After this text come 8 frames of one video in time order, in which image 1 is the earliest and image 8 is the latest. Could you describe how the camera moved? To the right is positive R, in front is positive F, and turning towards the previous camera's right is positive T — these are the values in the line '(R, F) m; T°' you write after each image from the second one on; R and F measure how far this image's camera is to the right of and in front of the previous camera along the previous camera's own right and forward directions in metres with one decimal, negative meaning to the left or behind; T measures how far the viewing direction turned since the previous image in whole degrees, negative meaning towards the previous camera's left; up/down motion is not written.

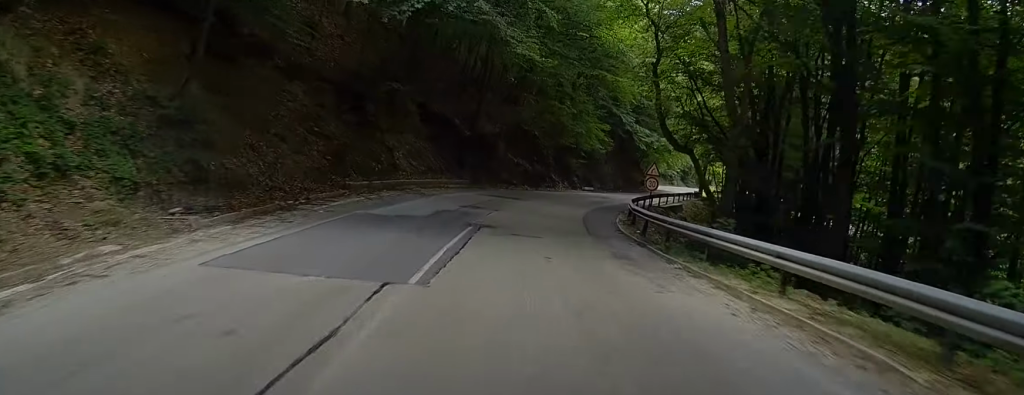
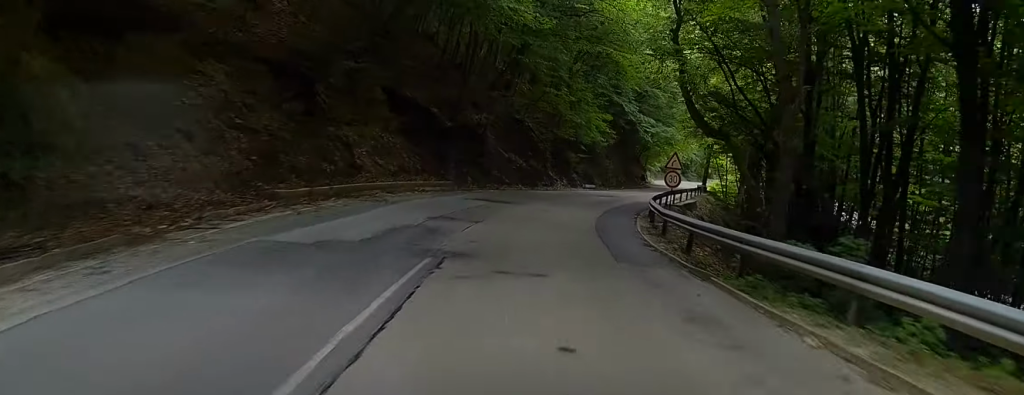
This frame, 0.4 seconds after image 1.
(+0.1, +6.1) m; +1°
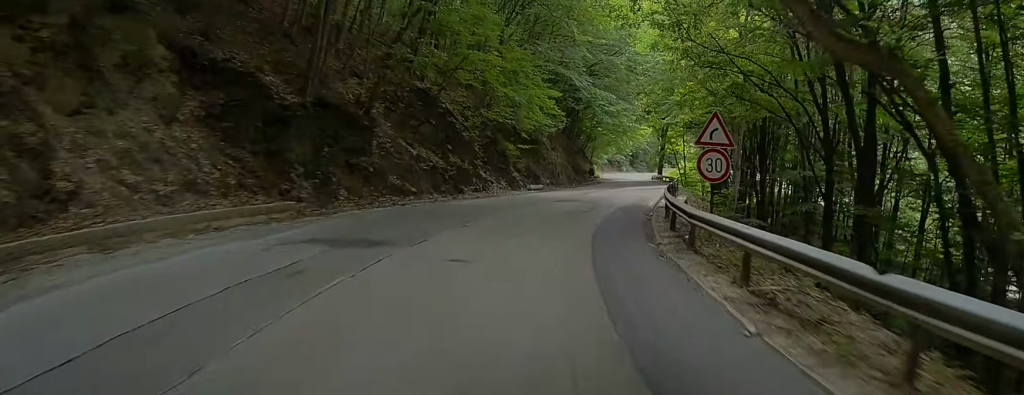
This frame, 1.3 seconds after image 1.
(+0.4, +13.9) m; +3°
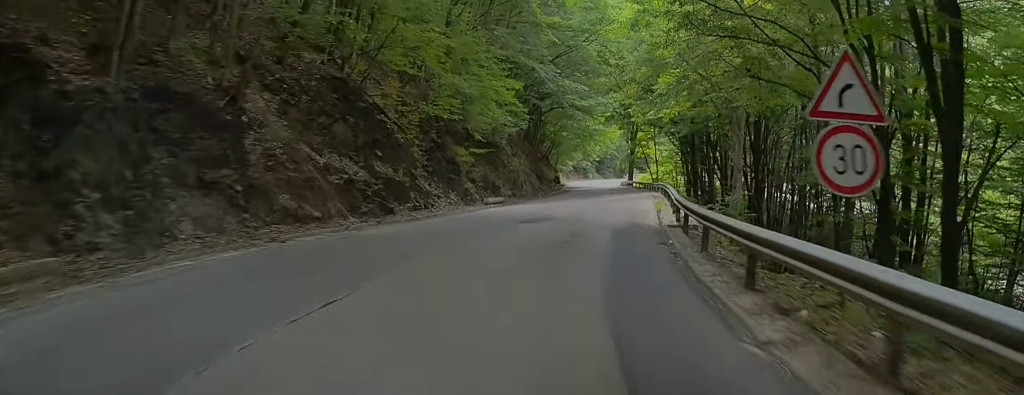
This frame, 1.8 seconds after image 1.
(+0.2, +7.7) m; +1°
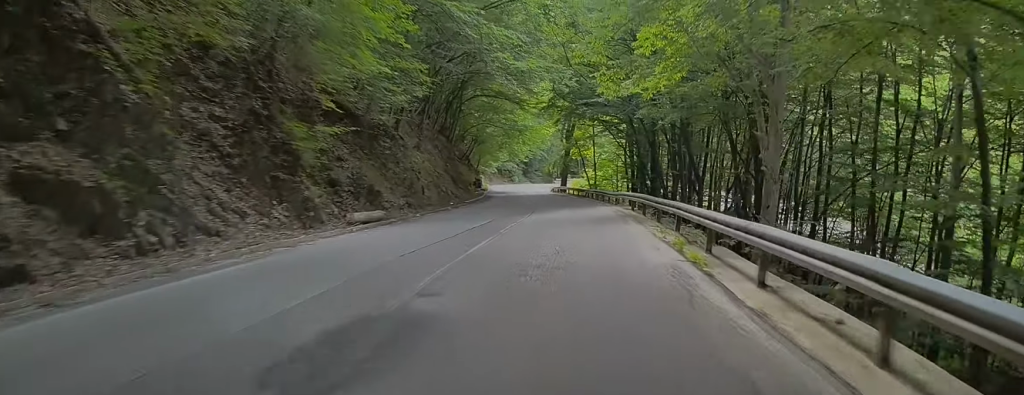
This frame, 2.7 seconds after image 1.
(+0.3, +14.4) m; +2°
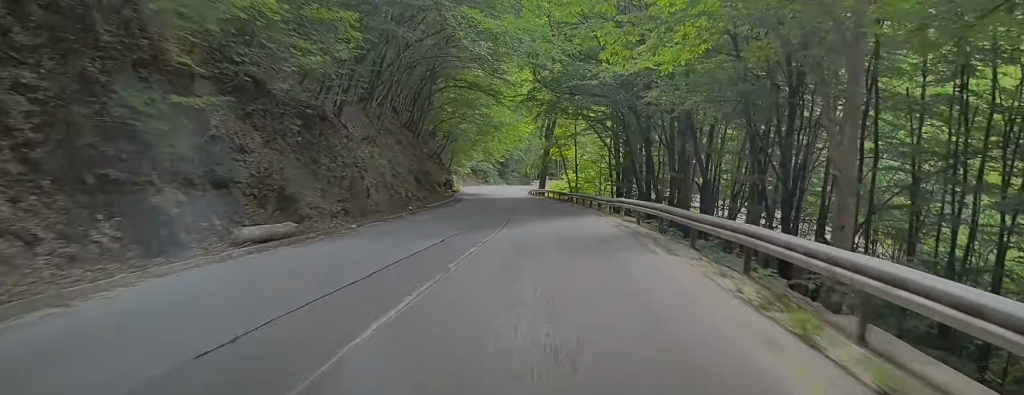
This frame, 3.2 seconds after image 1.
(0.0, +6.7) m; +1°
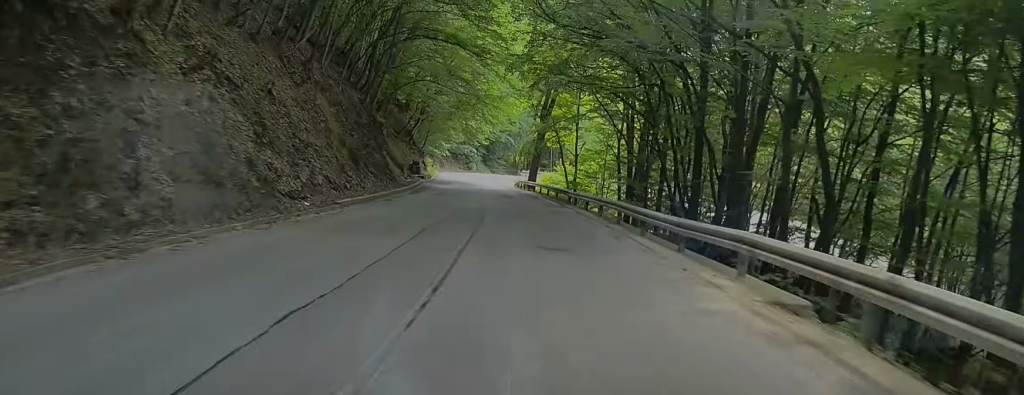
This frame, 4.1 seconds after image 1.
(+0.1, +15.1) m; +2°
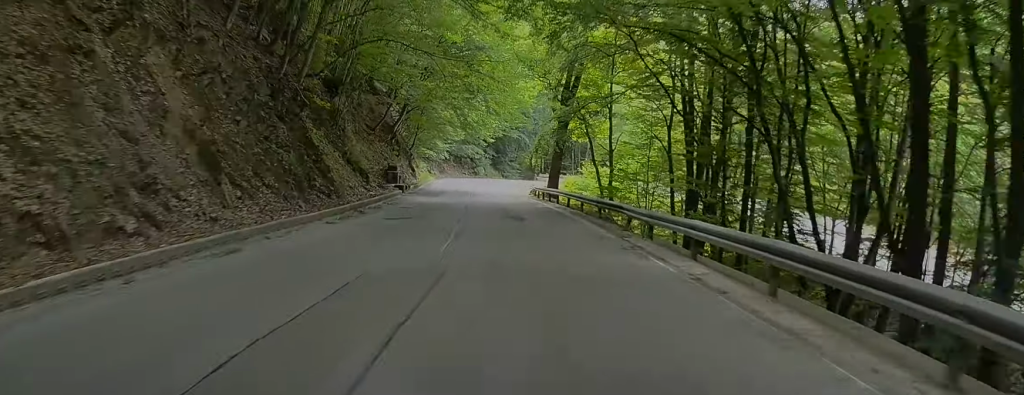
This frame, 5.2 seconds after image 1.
(+0.4, +16.7) m; 0°
